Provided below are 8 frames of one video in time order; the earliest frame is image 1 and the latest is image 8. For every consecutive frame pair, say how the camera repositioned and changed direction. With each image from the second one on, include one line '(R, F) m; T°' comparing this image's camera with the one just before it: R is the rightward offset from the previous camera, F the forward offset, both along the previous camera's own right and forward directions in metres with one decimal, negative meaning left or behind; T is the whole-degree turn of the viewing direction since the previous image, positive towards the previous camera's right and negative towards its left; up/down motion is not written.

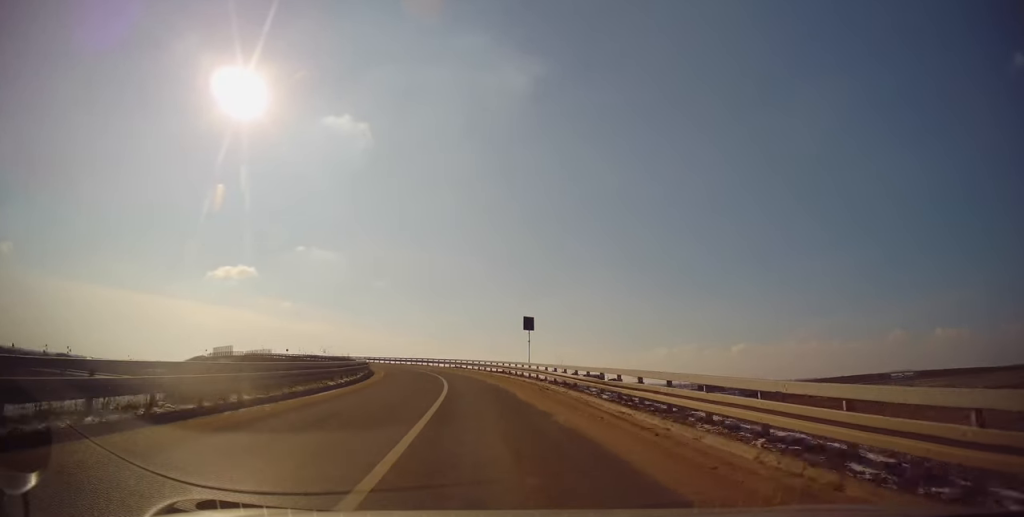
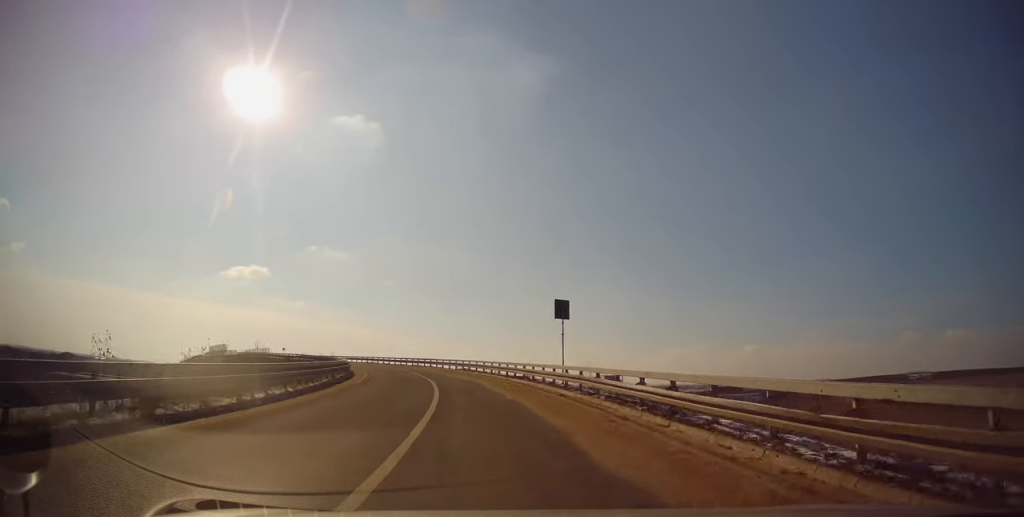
(+0.2, +10.0) m; -1°
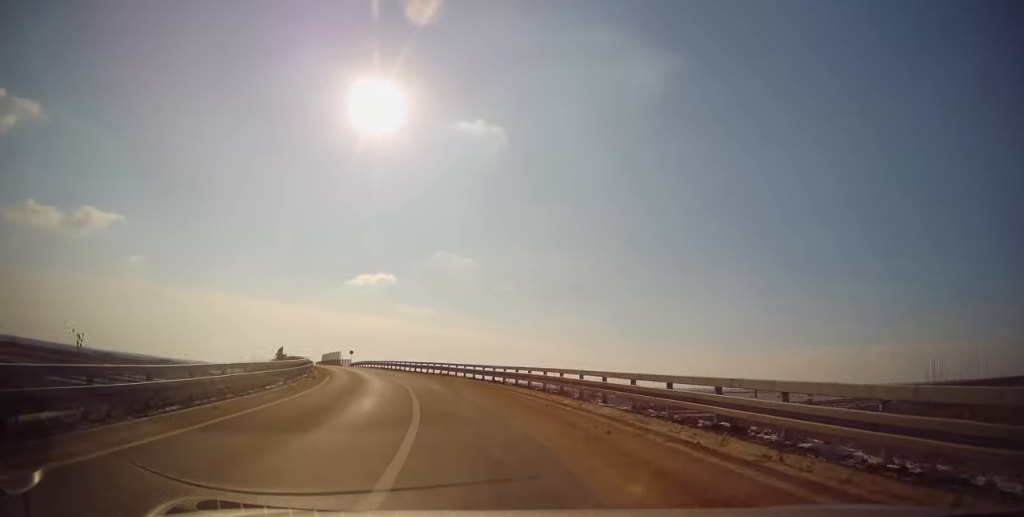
(-3.8, +35.2) m; -14°
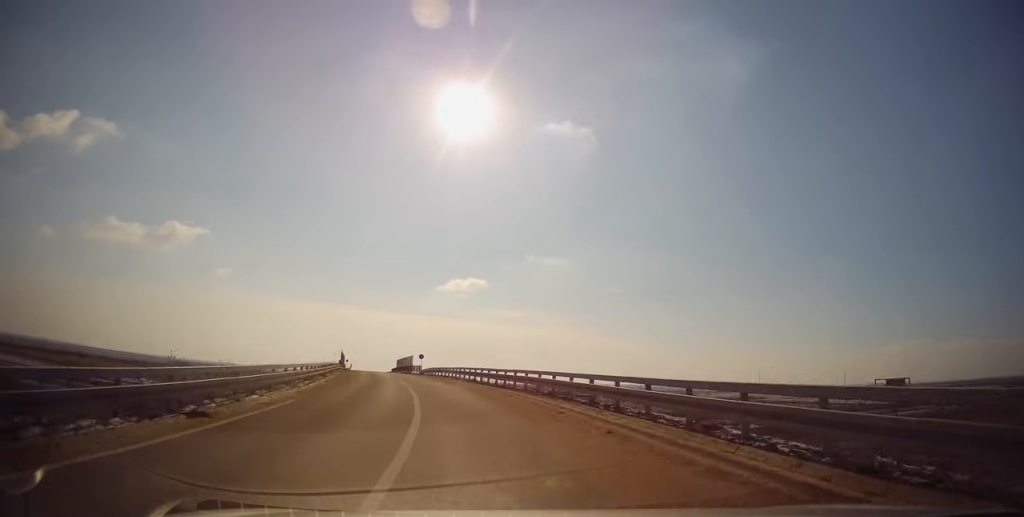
(-1.4, +18.4) m; -8°
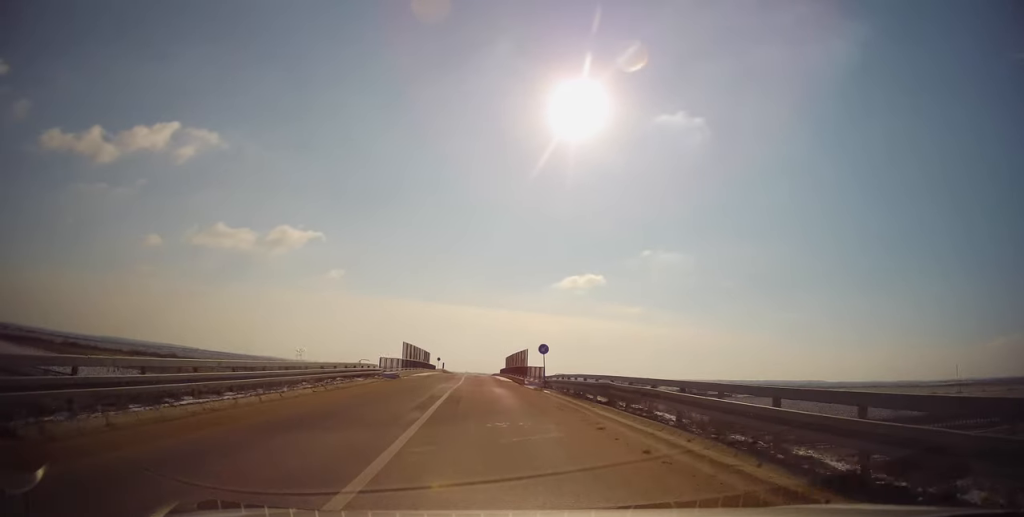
(-3.7, +34.1) m; -12°
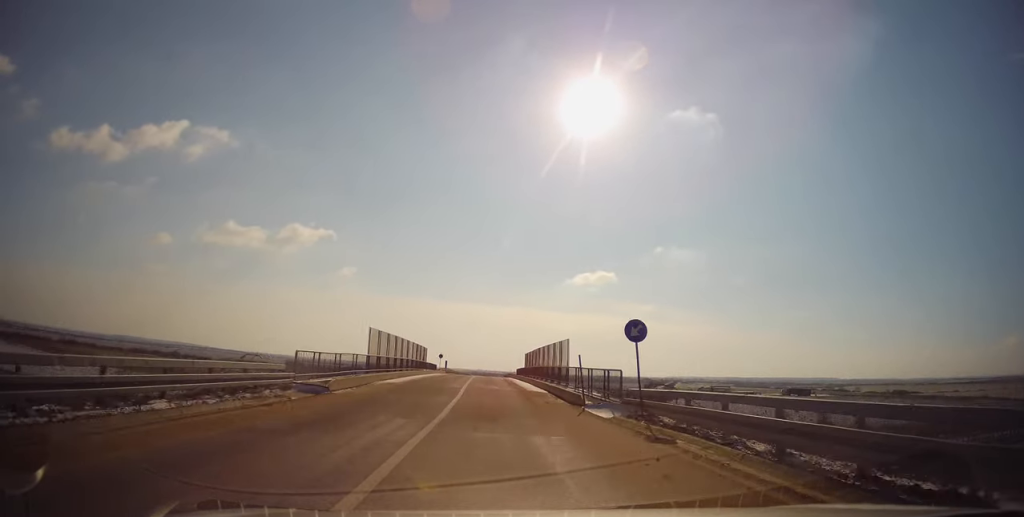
(-0.6, +17.5) m; -2°
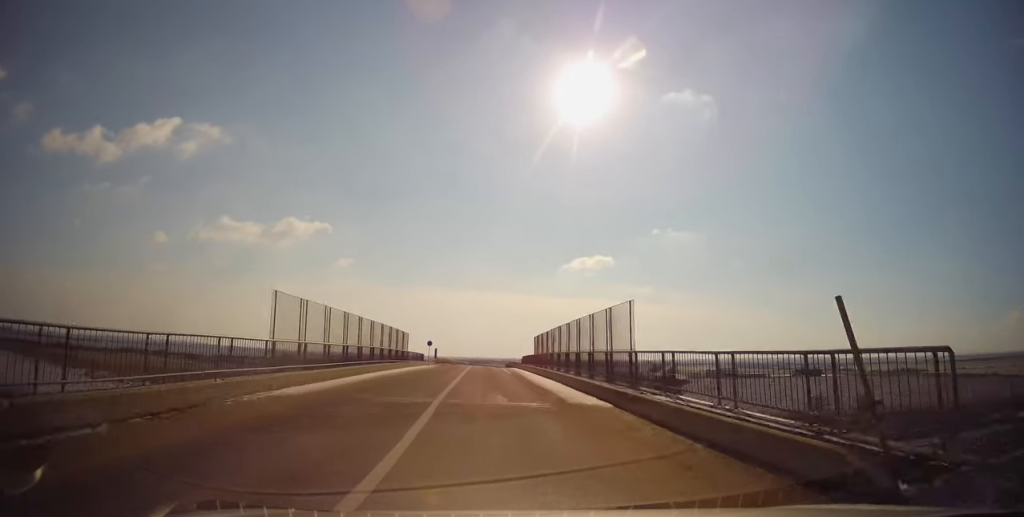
(-0.1, +13.2) m; 0°
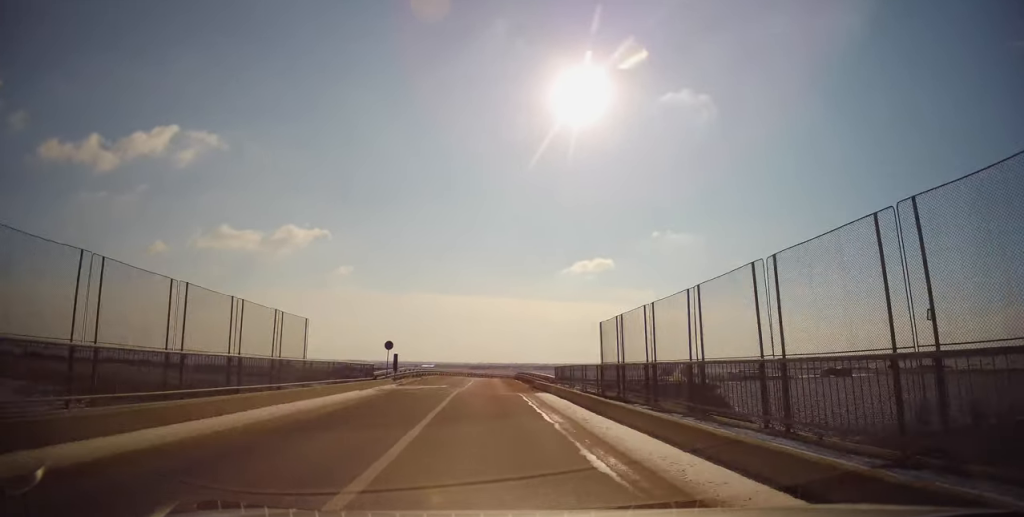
(-0.1, +26.7) m; -1°
